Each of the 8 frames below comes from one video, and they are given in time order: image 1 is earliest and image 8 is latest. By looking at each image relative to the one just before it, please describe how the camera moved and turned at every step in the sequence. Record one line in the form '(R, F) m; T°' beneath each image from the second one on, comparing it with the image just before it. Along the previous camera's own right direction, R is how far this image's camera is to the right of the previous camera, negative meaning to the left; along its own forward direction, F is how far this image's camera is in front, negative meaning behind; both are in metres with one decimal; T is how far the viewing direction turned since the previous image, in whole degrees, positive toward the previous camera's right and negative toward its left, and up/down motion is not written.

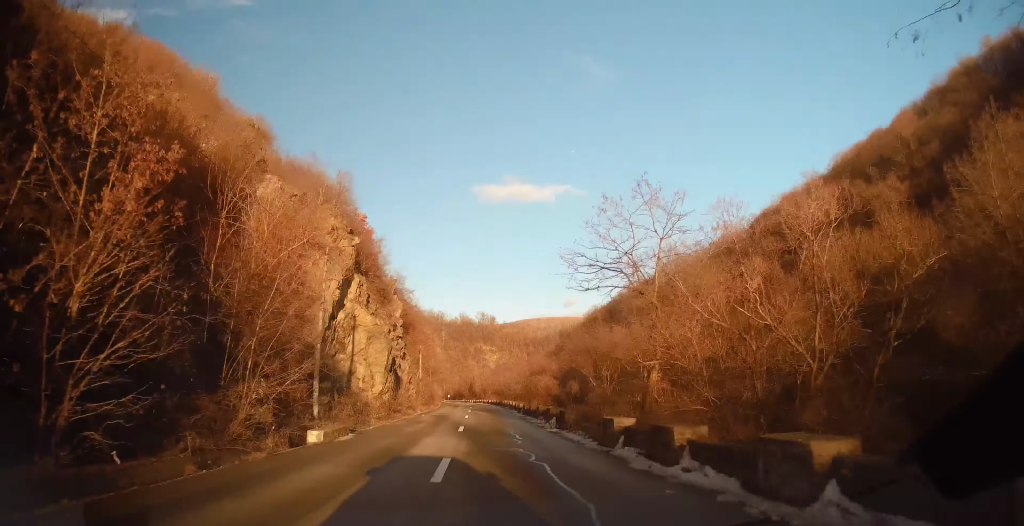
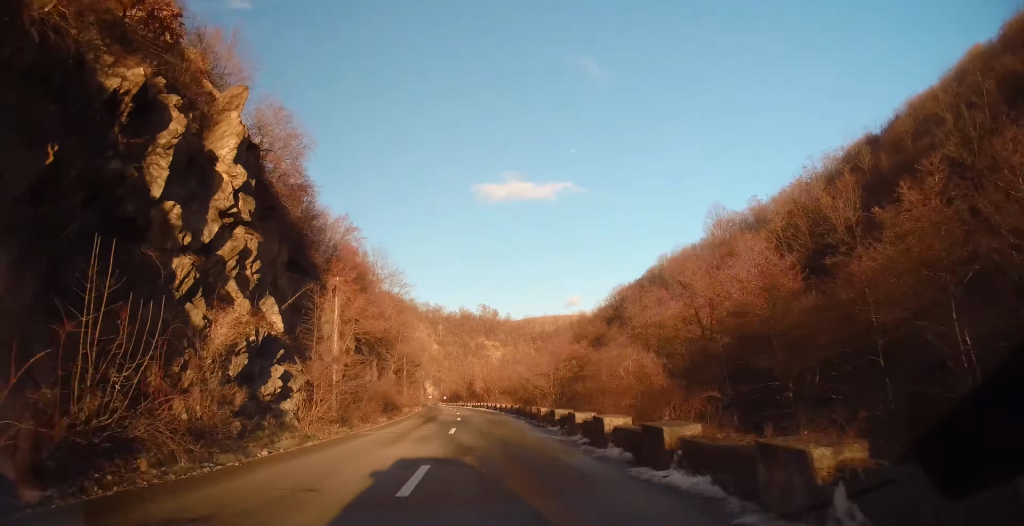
(-0.5, +35.2) m; -2°
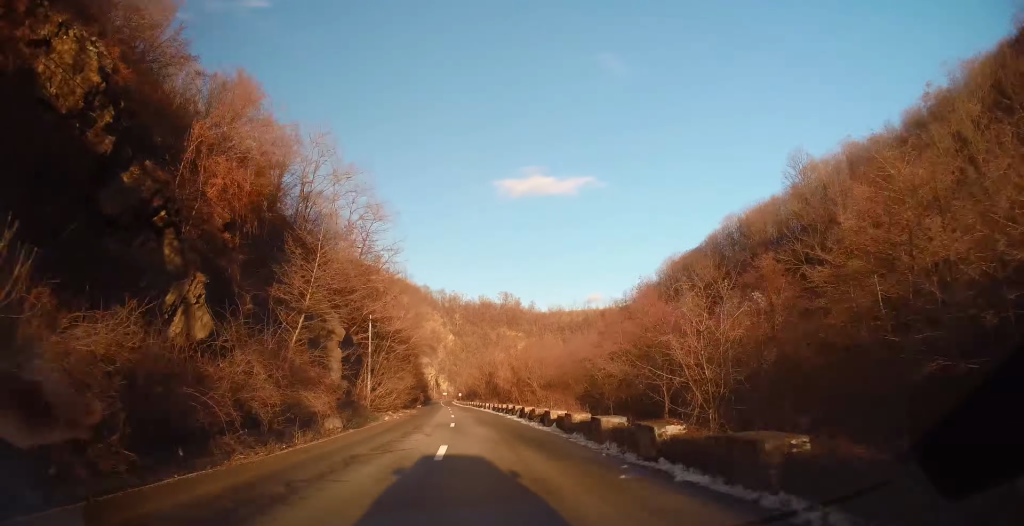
(-0.1, +30.0) m; -1°
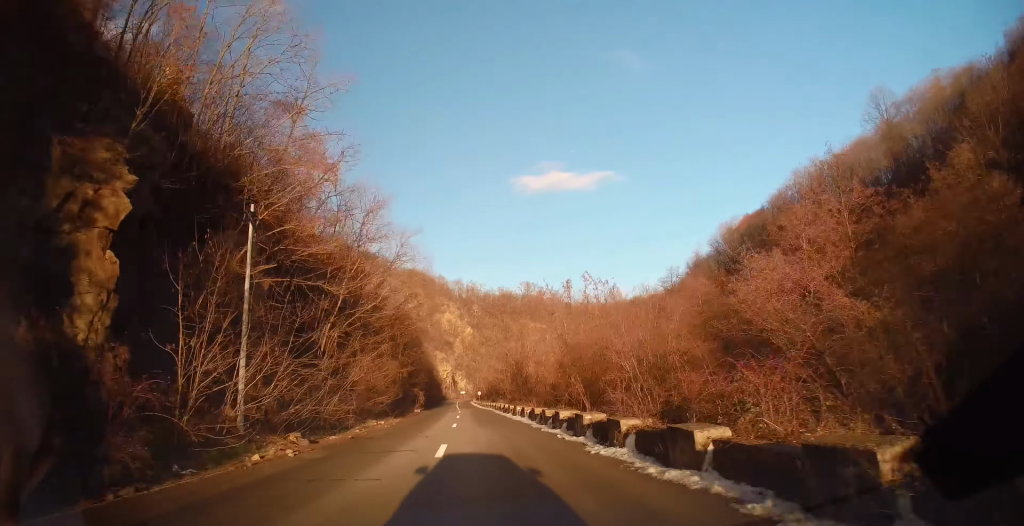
(-0.4, +22.2) m; -3°
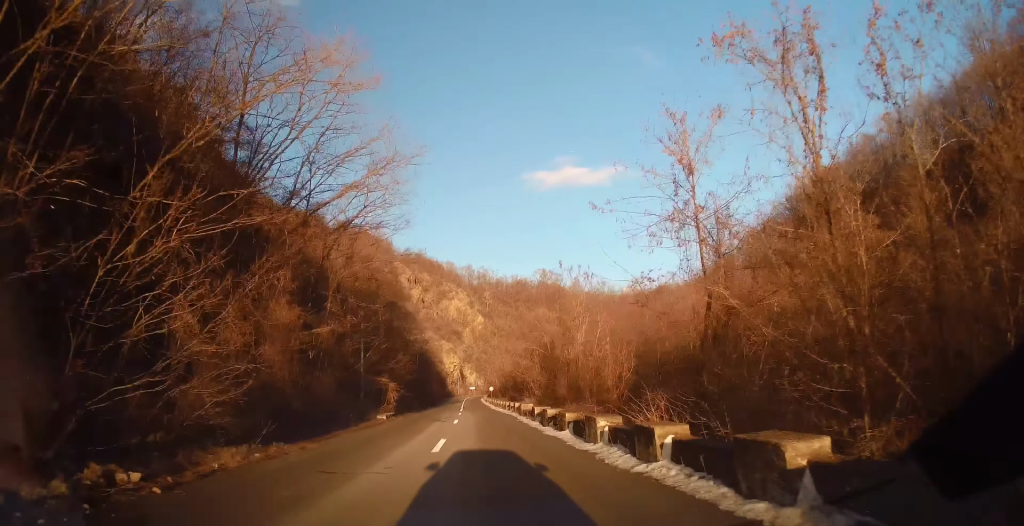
(-0.7, +22.4) m; -2°
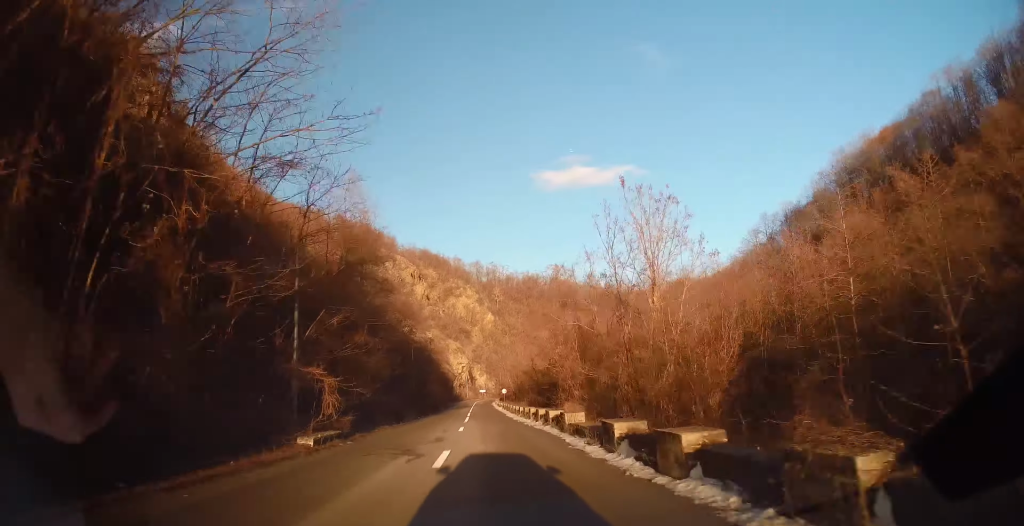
(-0.1, +13.6) m; 0°
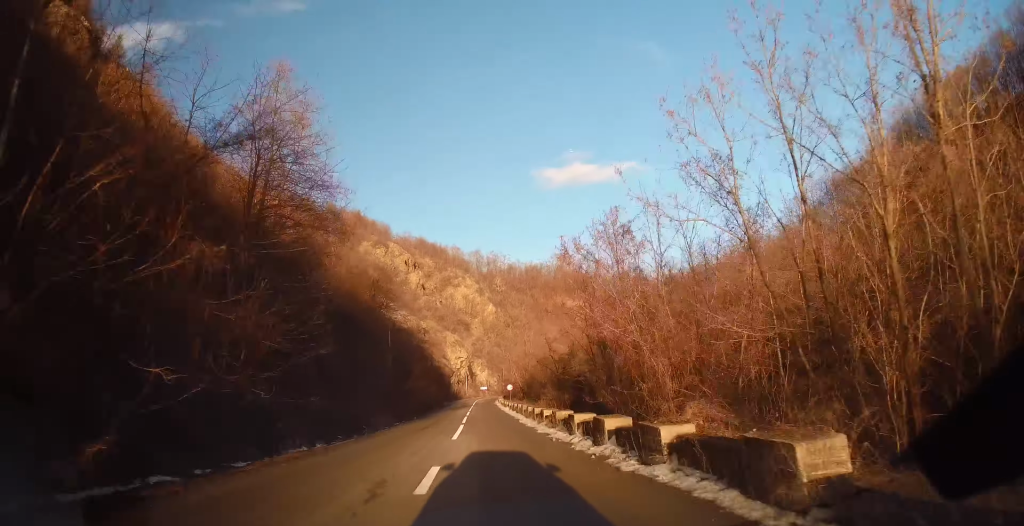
(0.0, +14.1) m; 0°
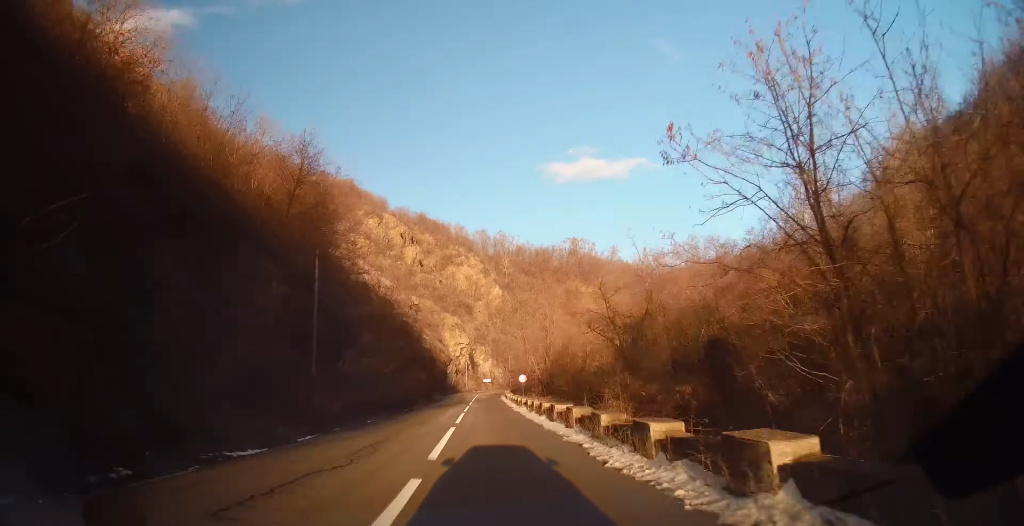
(+0.2, +19.0) m; +1°
